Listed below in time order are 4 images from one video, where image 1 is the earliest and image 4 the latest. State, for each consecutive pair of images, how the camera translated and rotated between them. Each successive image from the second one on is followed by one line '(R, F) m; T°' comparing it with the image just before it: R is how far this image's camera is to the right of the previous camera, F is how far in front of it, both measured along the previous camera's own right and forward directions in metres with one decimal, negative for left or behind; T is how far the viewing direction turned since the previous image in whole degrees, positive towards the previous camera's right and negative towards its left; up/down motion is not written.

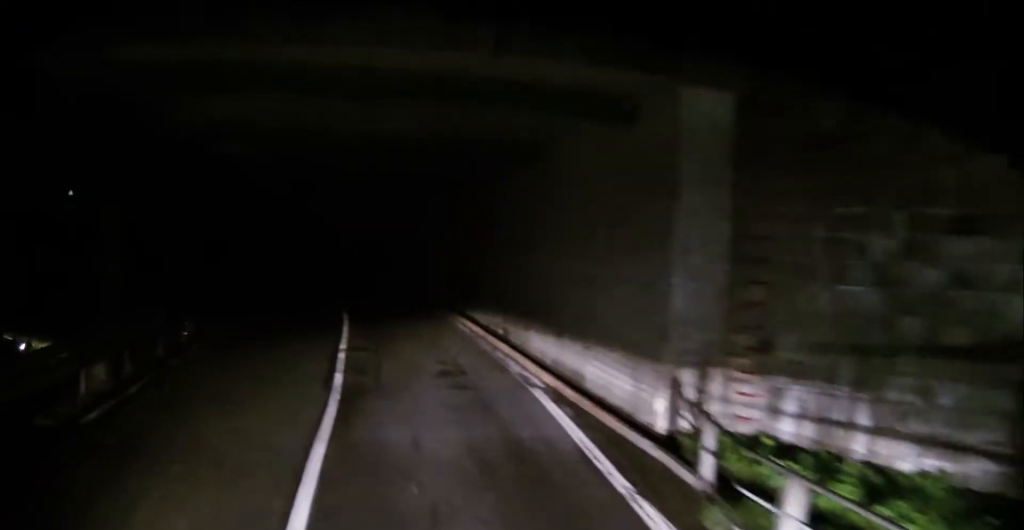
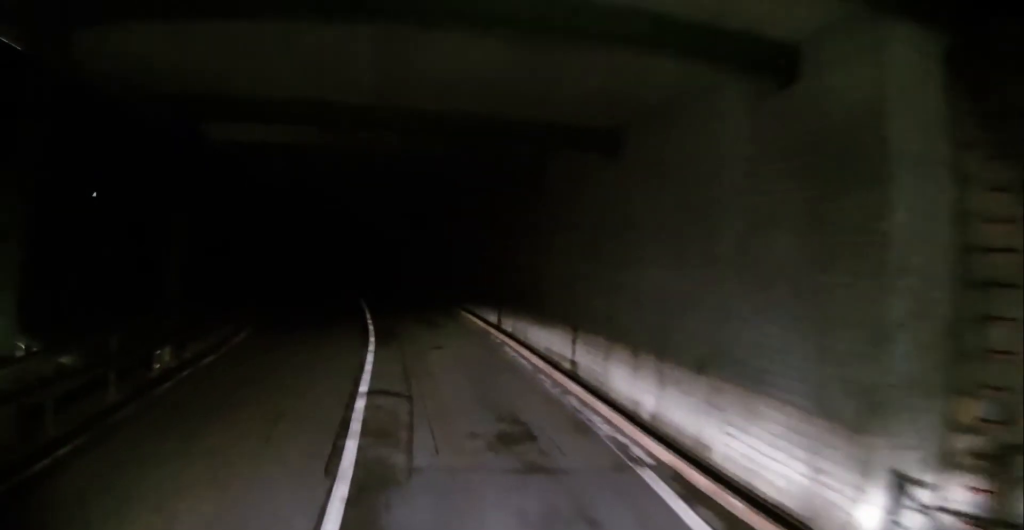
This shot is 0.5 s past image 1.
(-0.2, +4.4) m; -1°
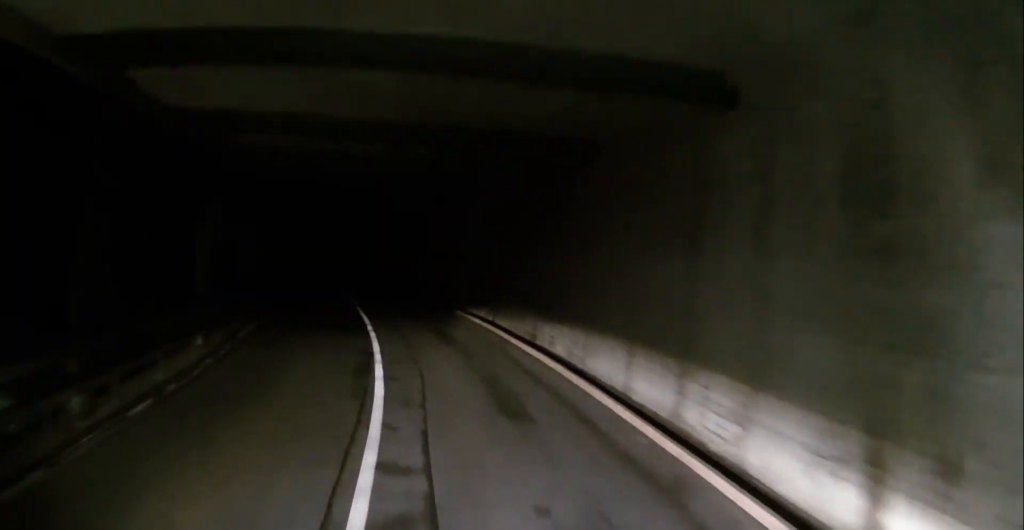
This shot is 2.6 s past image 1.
(0.0, +17.1) m; -2°
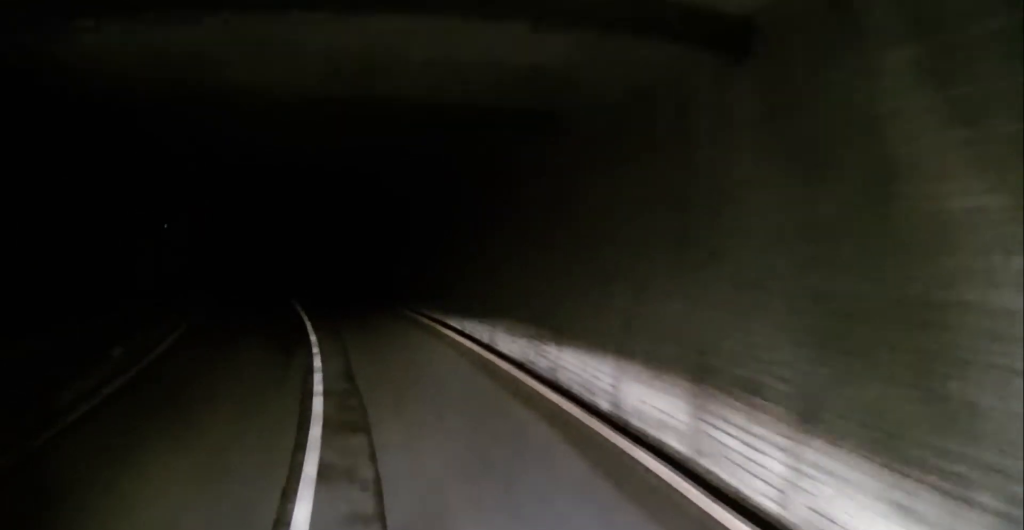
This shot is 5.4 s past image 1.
(-1.1, +23.6) m; -6°
